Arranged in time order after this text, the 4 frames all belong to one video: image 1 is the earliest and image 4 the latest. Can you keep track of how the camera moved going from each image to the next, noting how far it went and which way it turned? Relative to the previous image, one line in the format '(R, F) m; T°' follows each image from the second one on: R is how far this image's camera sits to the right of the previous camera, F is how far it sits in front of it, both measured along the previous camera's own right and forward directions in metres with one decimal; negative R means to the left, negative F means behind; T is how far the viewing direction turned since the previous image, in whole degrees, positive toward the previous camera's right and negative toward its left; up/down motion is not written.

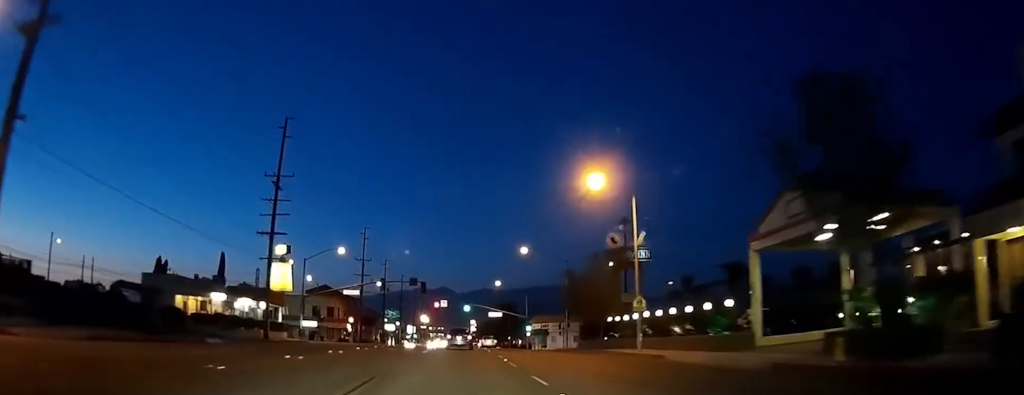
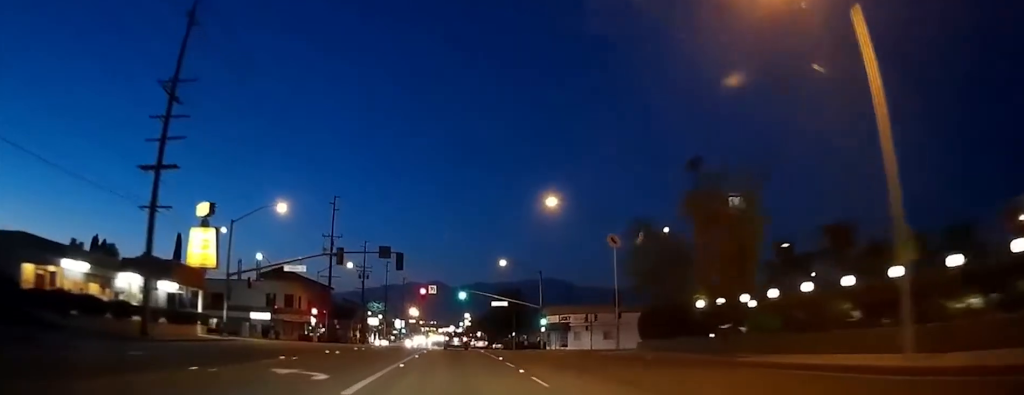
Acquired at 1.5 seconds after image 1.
(0.0, +22.5) m; 0°
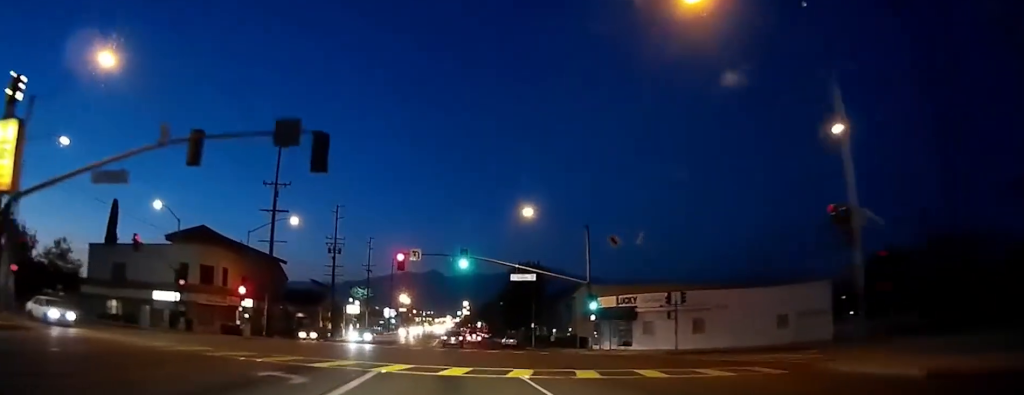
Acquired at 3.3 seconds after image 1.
(0.0, +27.2) m; 0°
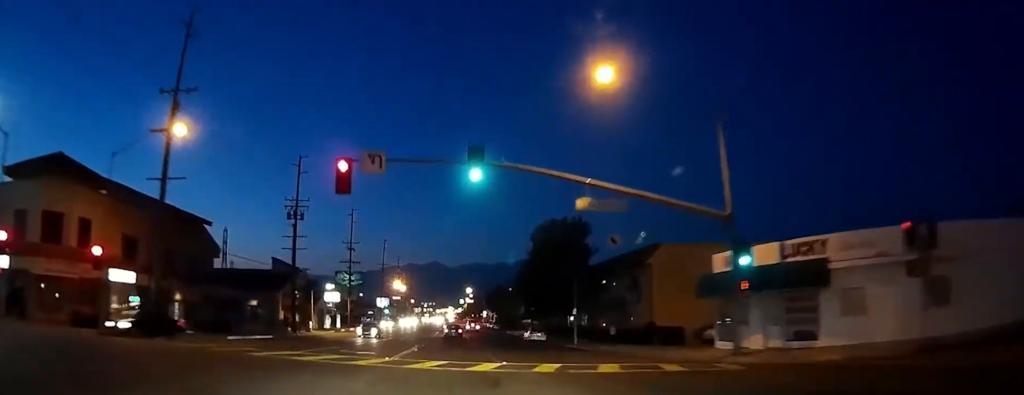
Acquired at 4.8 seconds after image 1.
(0.0, +24.5) m; 0°
